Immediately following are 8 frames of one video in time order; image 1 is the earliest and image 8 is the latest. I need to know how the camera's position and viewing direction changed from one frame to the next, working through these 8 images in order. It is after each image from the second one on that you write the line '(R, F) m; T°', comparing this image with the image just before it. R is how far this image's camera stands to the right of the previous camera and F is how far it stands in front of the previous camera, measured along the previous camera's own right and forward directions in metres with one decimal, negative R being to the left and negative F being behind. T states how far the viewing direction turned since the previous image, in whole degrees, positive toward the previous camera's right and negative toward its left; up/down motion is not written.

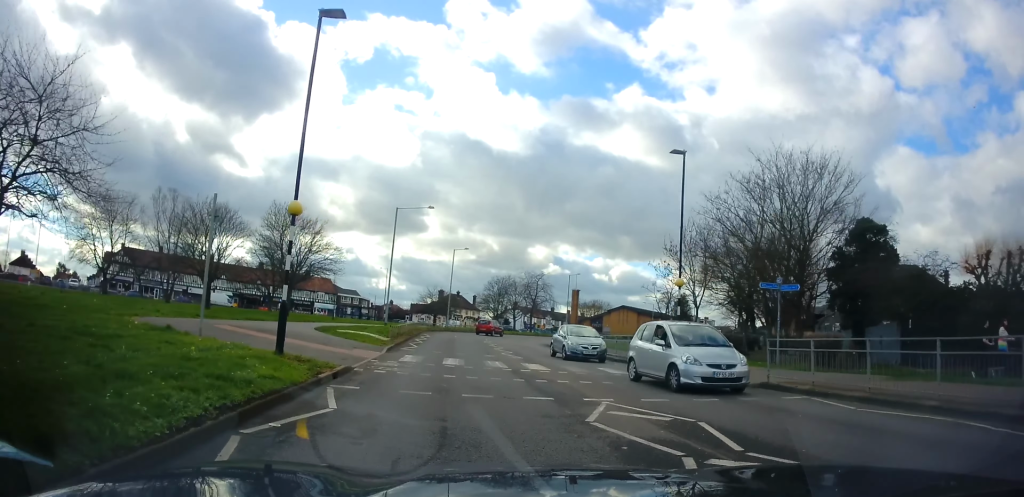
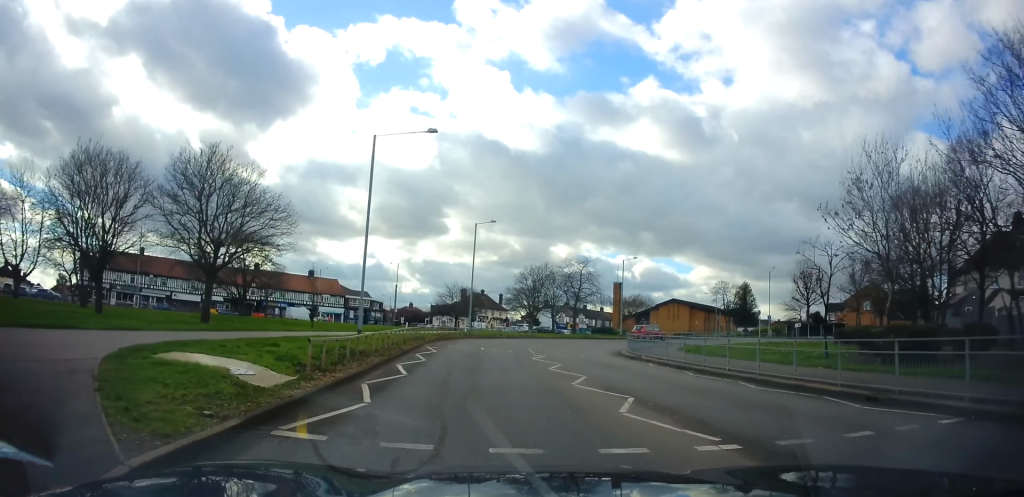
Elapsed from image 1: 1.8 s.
(-0.2, +15.4) m; -4°
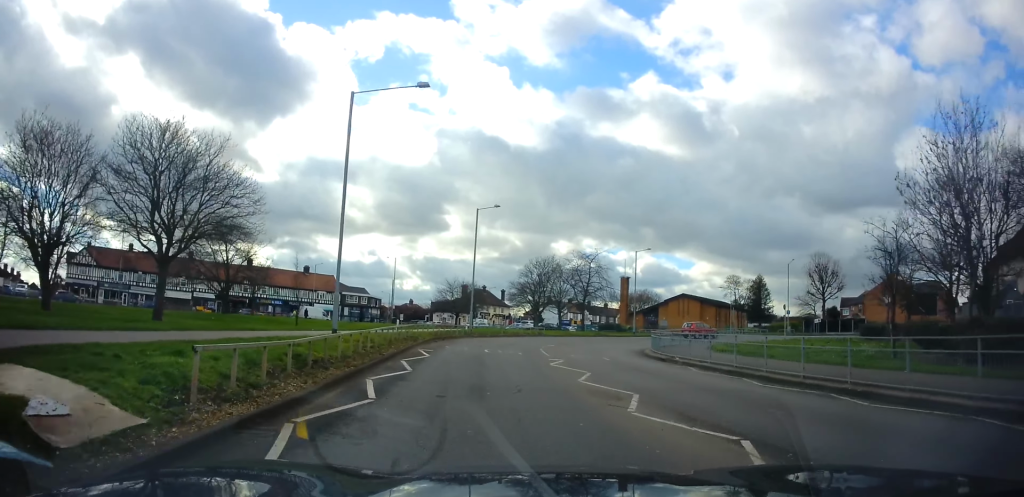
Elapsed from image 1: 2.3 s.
(-0.2, +4.2) m; 0°
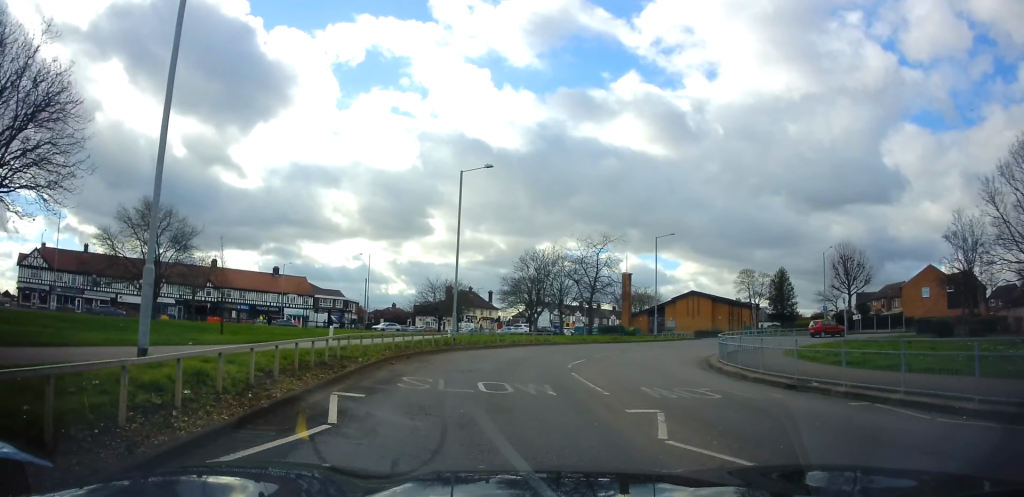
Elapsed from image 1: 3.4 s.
(+0.1, +10.1) m; +3°
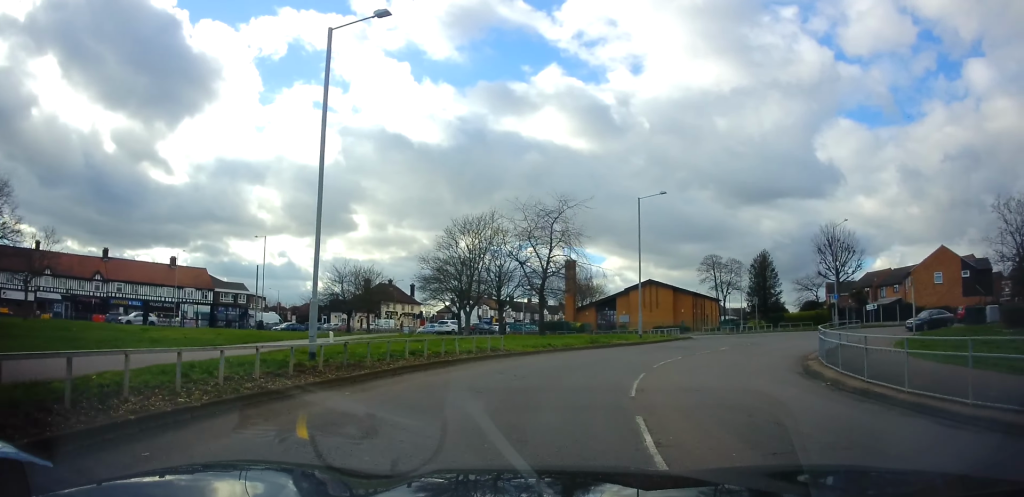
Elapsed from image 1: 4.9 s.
(+0.7, +13.4) m; +9°
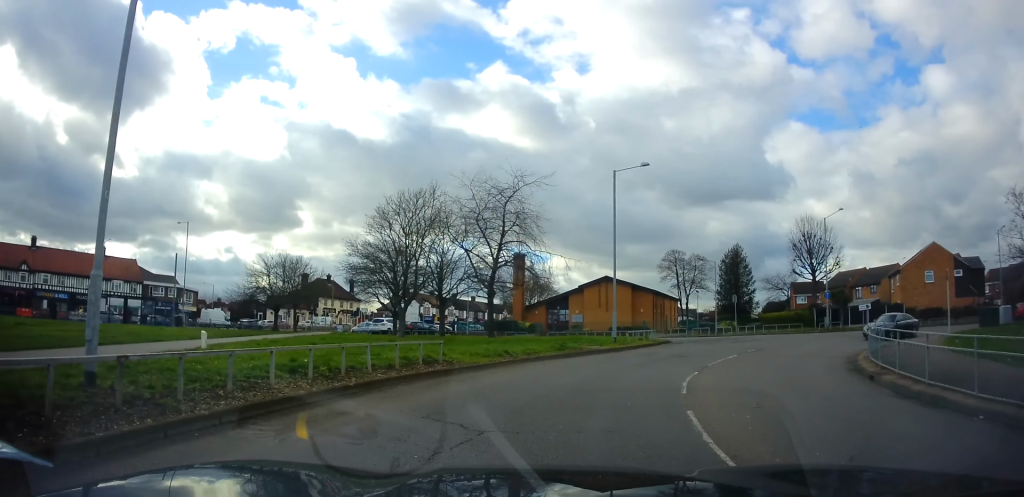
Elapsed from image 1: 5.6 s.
(+0.5, +6.2) m; +5°
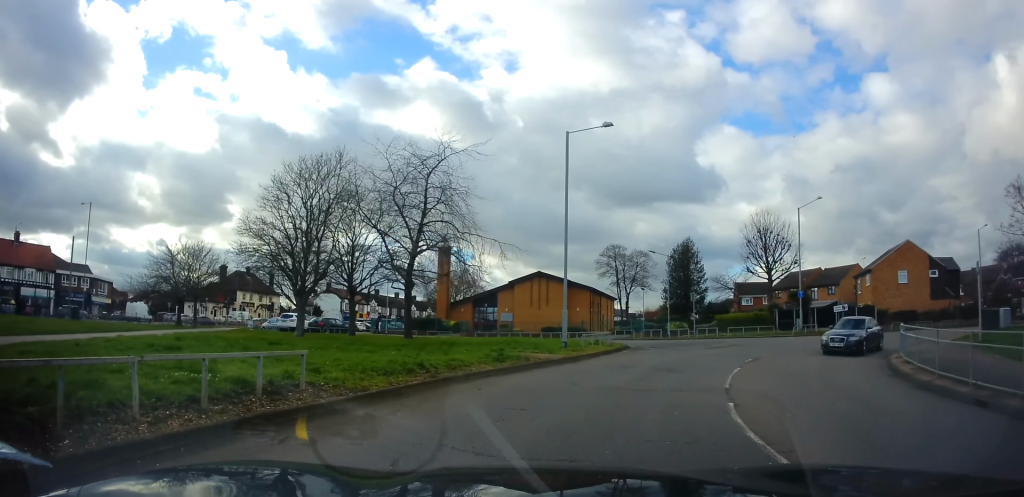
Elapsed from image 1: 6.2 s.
(+0.1, +5.7) m; +5°
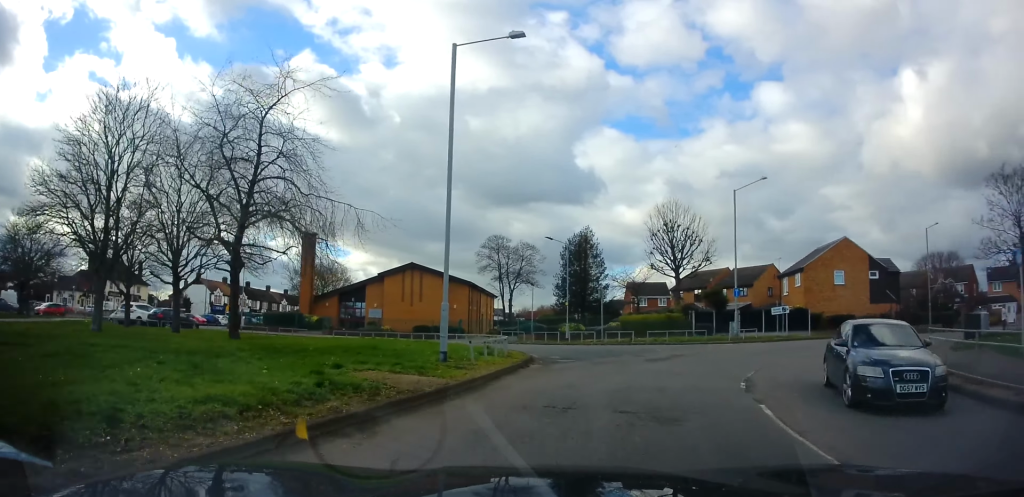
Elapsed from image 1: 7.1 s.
(+0.4, +7.1) m; +12°
